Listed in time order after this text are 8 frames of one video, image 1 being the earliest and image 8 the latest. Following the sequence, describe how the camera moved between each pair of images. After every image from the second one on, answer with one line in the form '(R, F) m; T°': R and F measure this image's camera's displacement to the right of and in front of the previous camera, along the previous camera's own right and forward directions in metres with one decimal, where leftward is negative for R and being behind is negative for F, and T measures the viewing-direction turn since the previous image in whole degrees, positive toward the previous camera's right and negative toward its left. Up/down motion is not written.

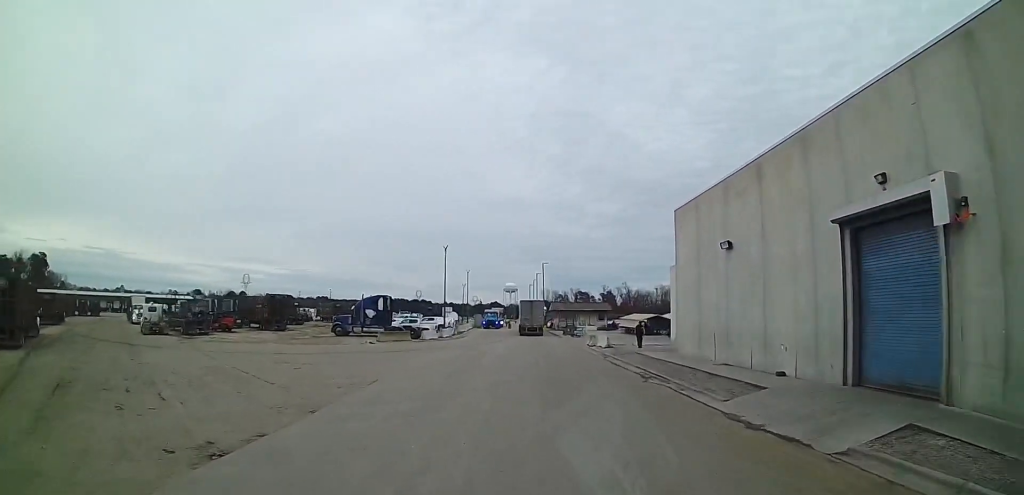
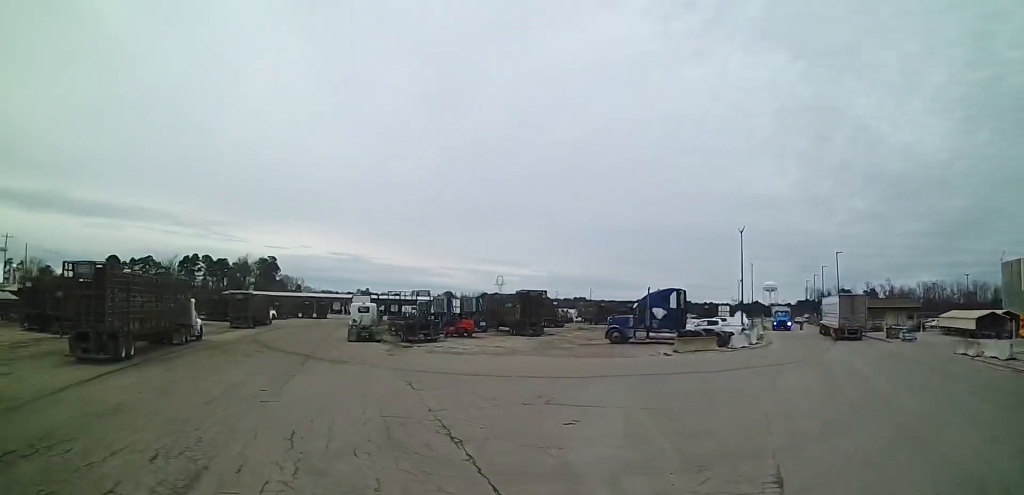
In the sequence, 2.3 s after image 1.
(-1.9, +14.5) m; -15°
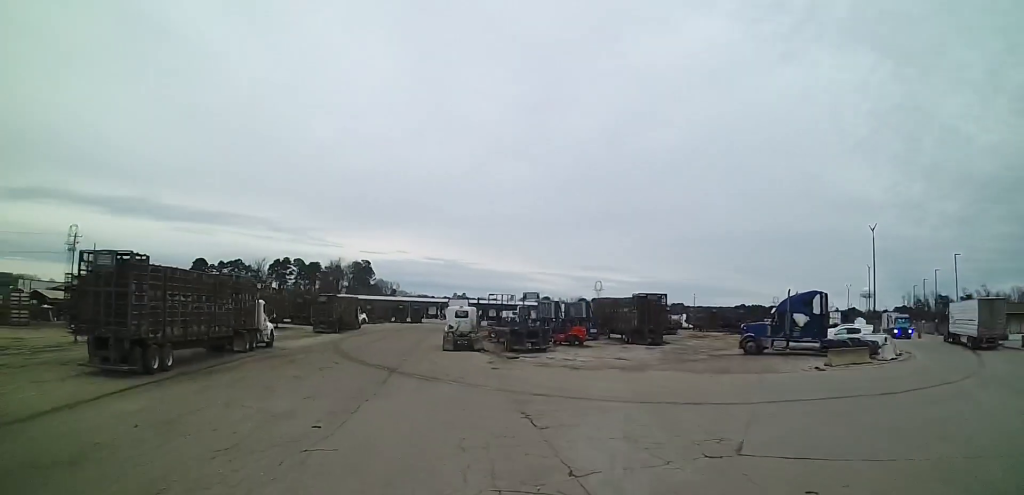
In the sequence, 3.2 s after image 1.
(-0.3, +5.7) m; -9°
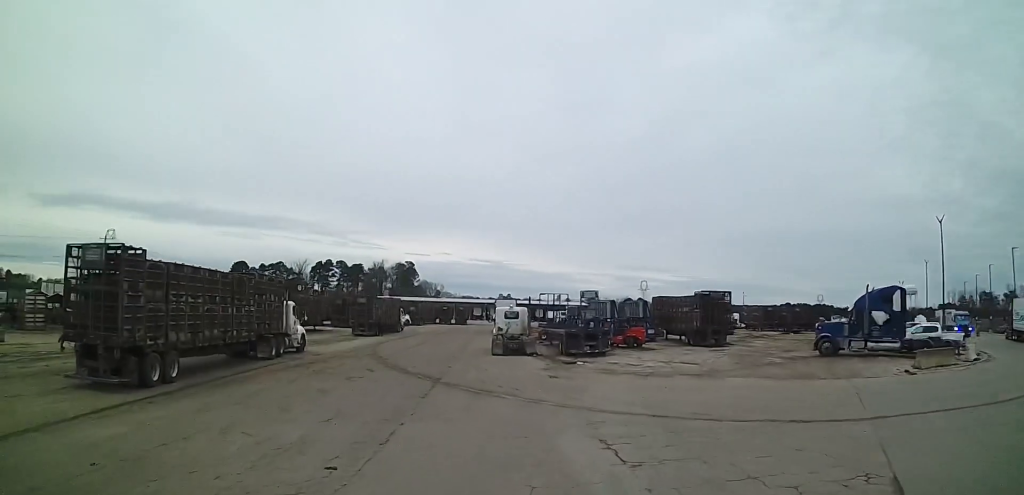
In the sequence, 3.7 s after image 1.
(-0.4, +3.4) m; -7°
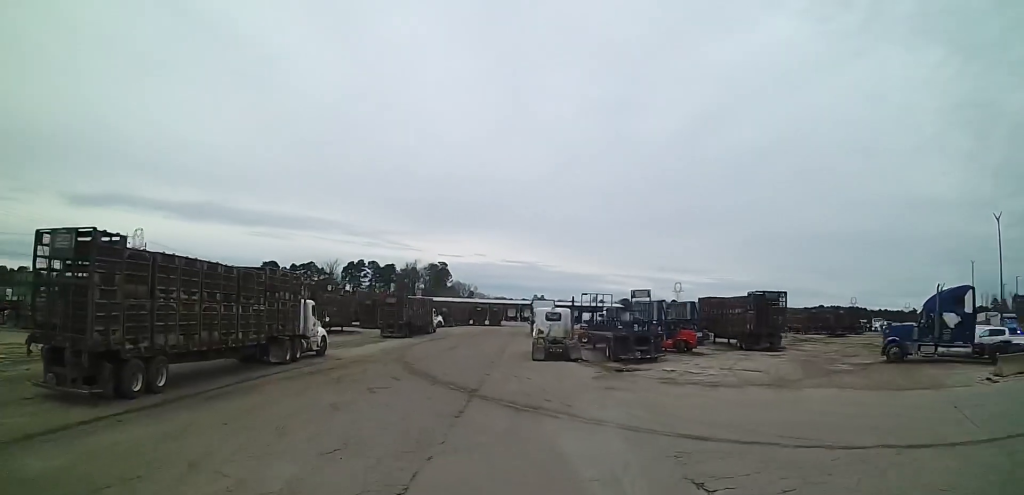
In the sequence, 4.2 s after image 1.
(-0.1, +3.0) m; -4°
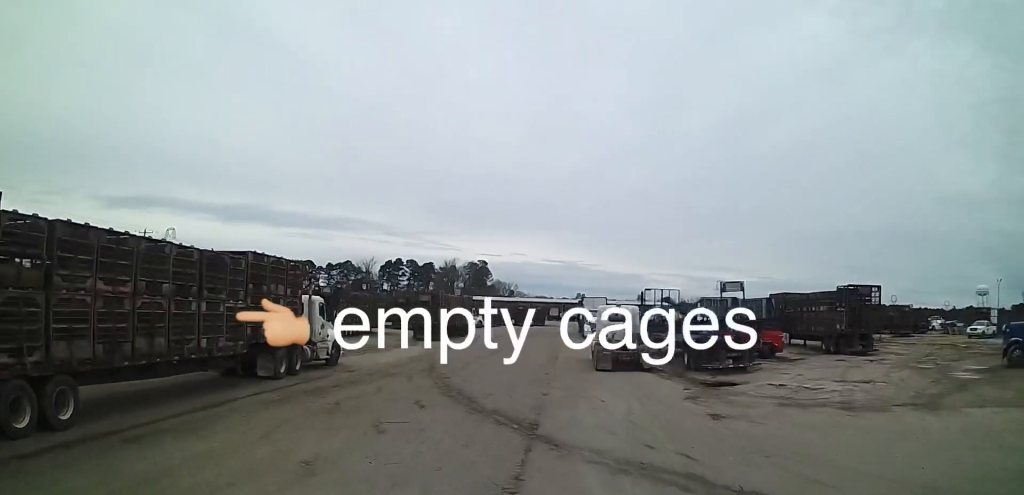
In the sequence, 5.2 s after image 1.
(-0.3, +5.8) m; -4°
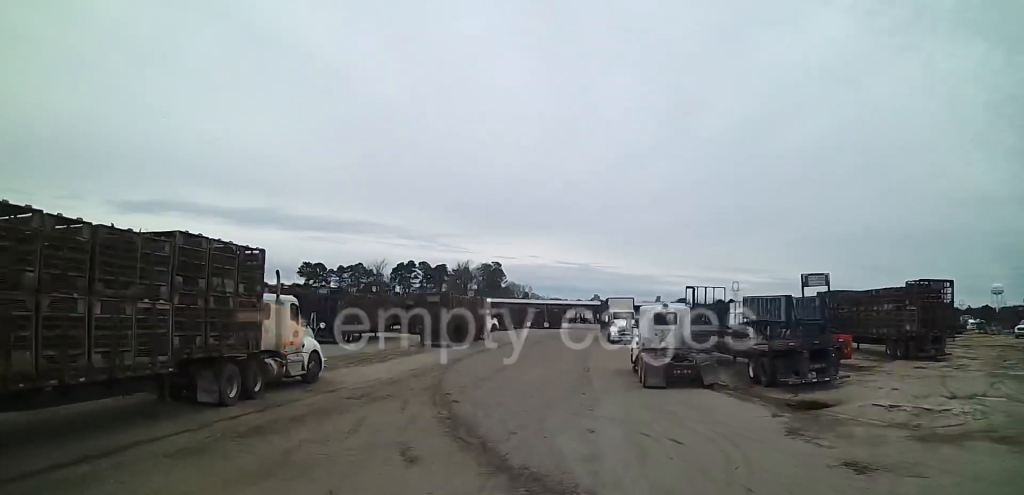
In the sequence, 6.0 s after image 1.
(-0.2, +4.8) m; 0°
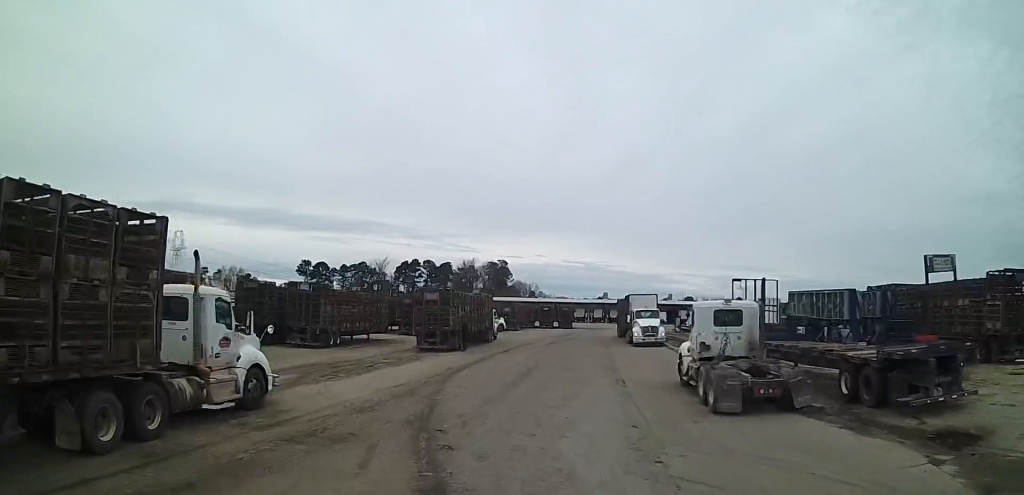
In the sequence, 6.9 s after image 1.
(+0.3, +6.0) m; +1°
